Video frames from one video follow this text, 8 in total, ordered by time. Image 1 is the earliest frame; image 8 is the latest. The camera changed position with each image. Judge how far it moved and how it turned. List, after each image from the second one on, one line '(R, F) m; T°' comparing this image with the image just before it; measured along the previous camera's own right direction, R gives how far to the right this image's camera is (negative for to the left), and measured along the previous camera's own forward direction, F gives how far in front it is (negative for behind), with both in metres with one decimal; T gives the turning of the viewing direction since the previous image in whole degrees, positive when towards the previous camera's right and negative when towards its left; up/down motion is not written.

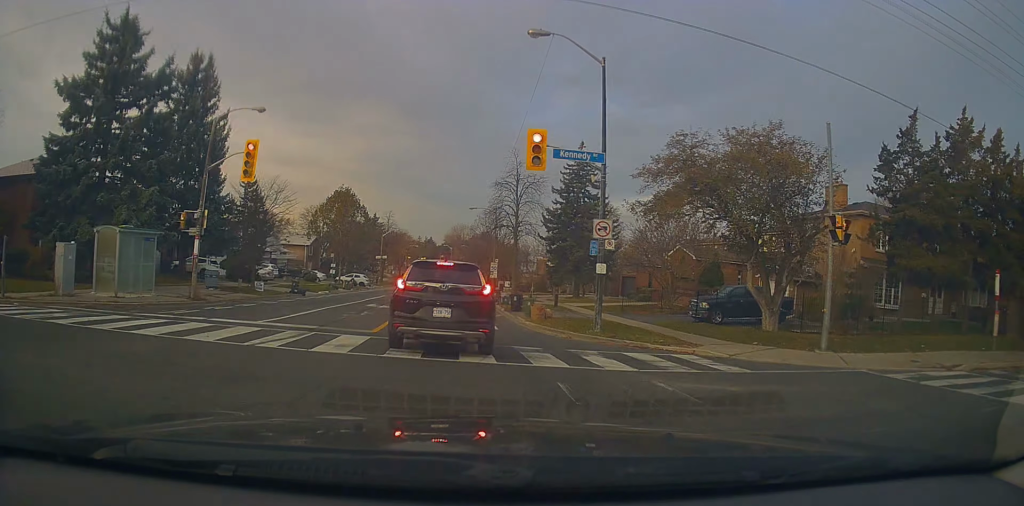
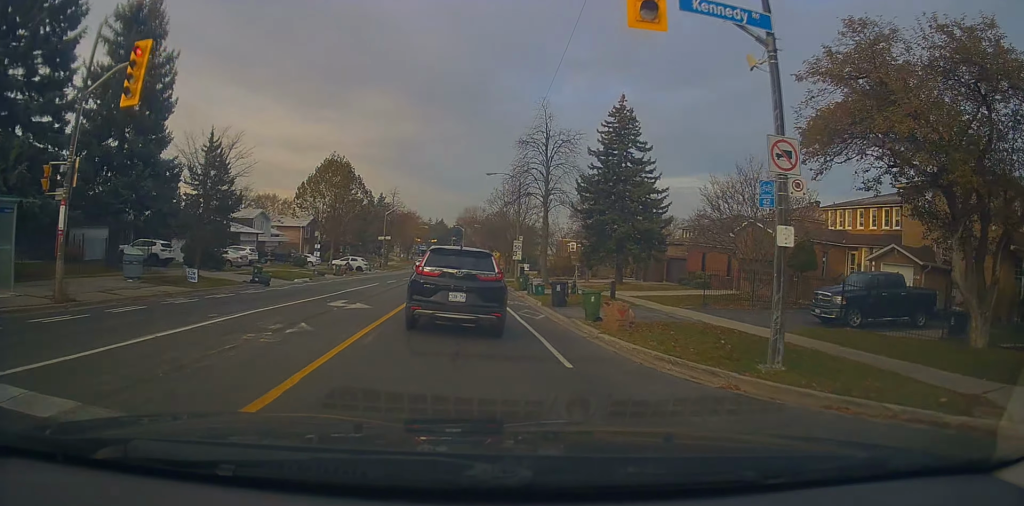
(-0.5, +10.0) m; -3°
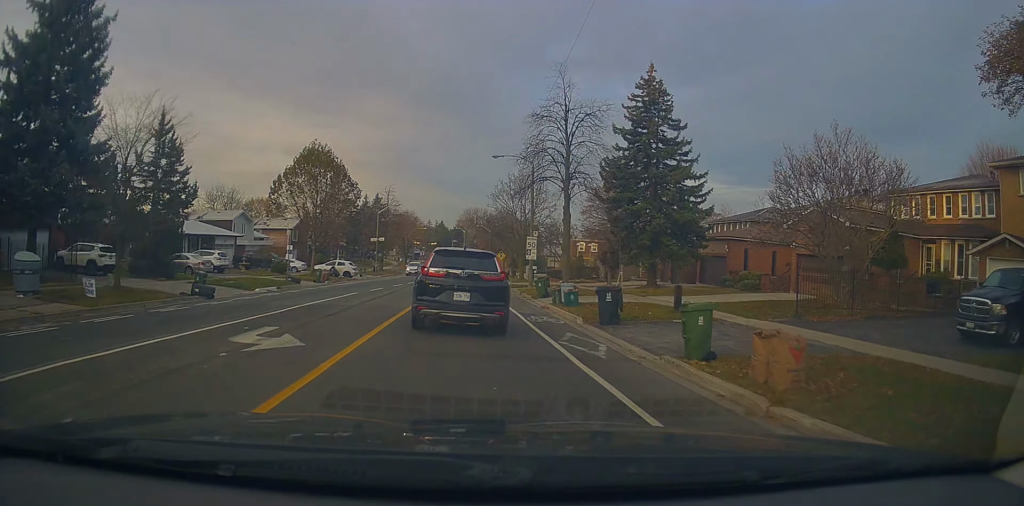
(0.0, +7.3) m; -1°
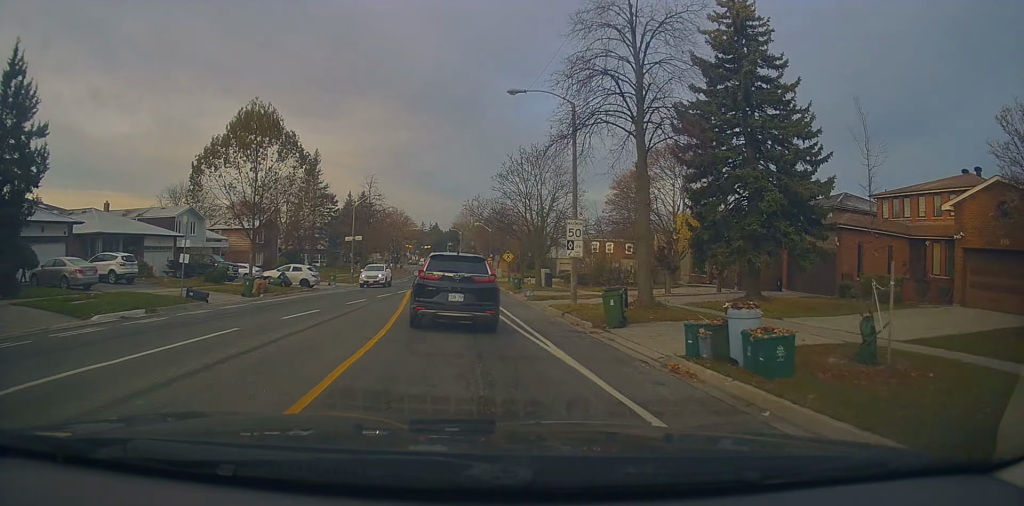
(-0.1, +13.3) m; -3°
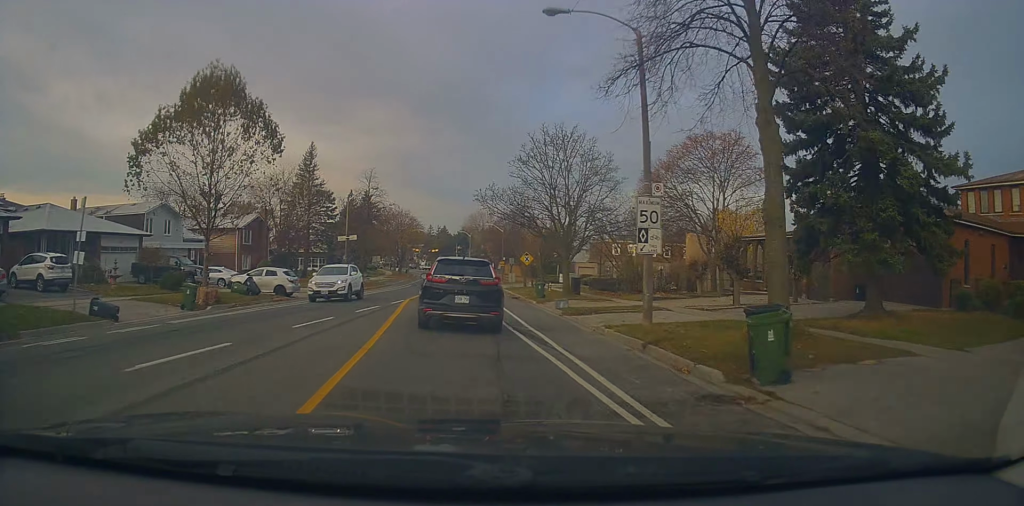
(-0.2, +7.2) m; 0°
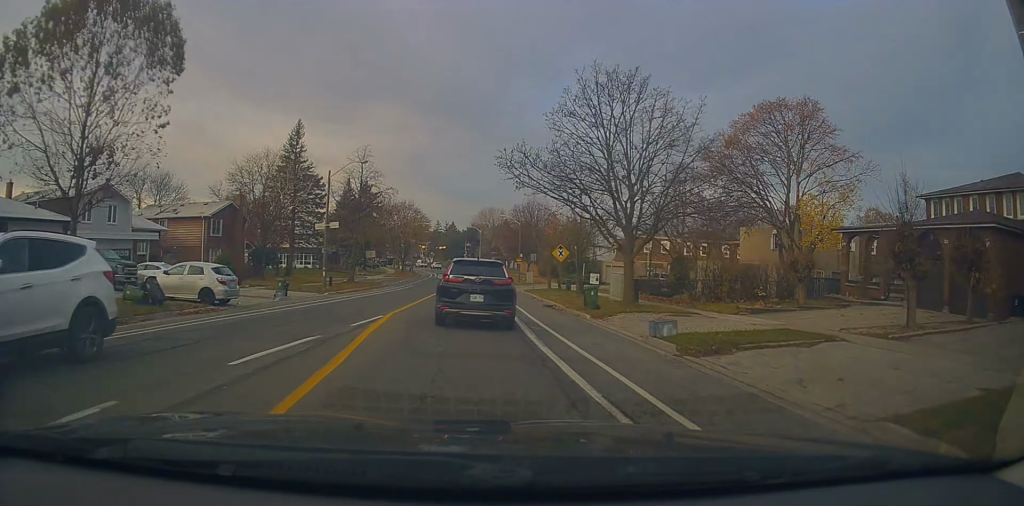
(+0.1, +10.4) m; +2°
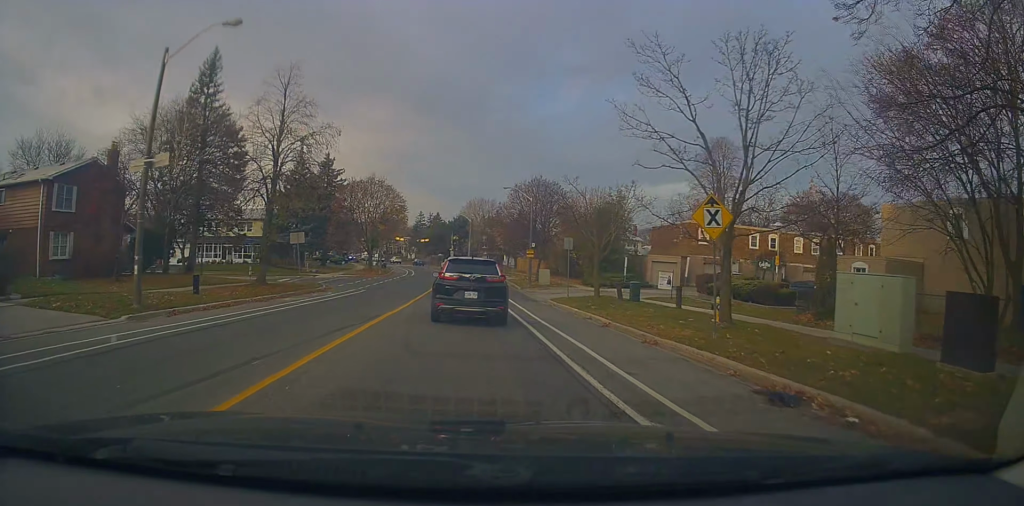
(+0.4, +20.4) m; 0°
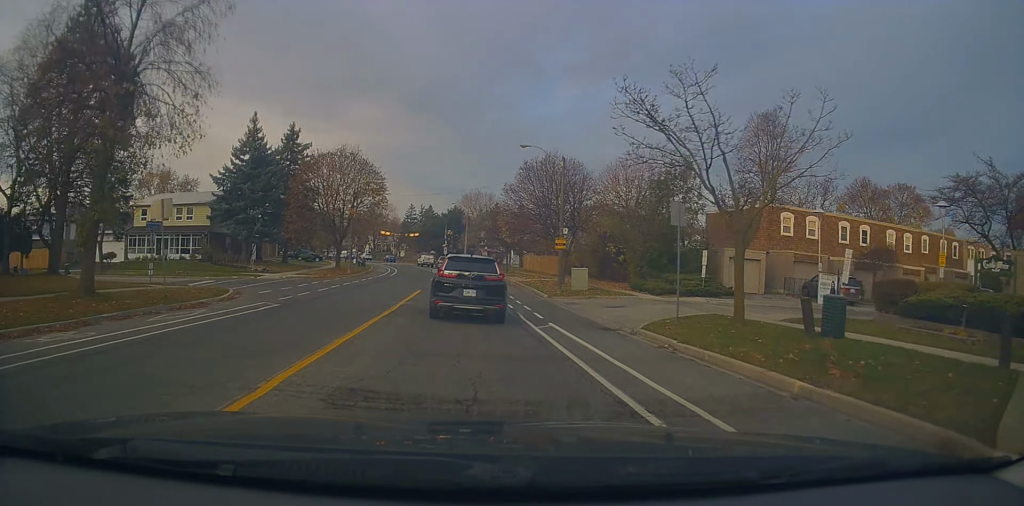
(-0.2, +15.3) m; -1°
